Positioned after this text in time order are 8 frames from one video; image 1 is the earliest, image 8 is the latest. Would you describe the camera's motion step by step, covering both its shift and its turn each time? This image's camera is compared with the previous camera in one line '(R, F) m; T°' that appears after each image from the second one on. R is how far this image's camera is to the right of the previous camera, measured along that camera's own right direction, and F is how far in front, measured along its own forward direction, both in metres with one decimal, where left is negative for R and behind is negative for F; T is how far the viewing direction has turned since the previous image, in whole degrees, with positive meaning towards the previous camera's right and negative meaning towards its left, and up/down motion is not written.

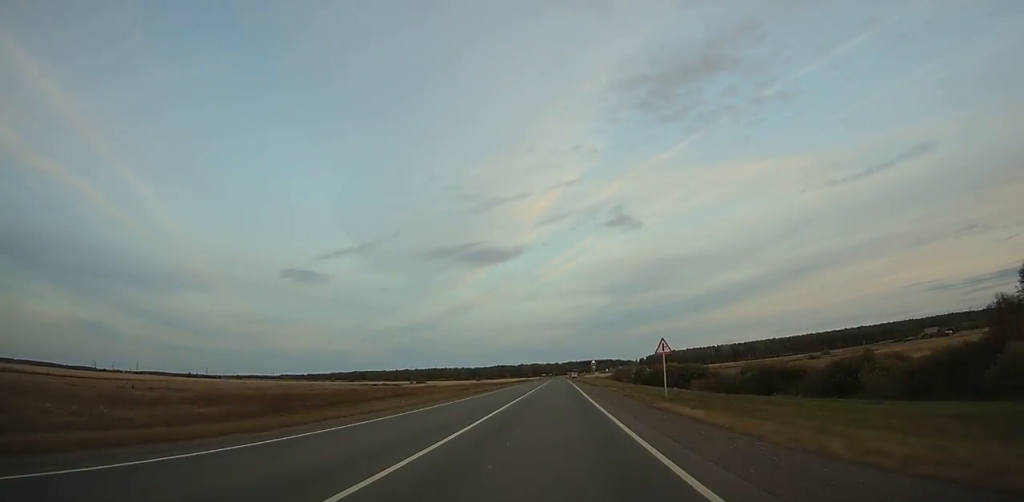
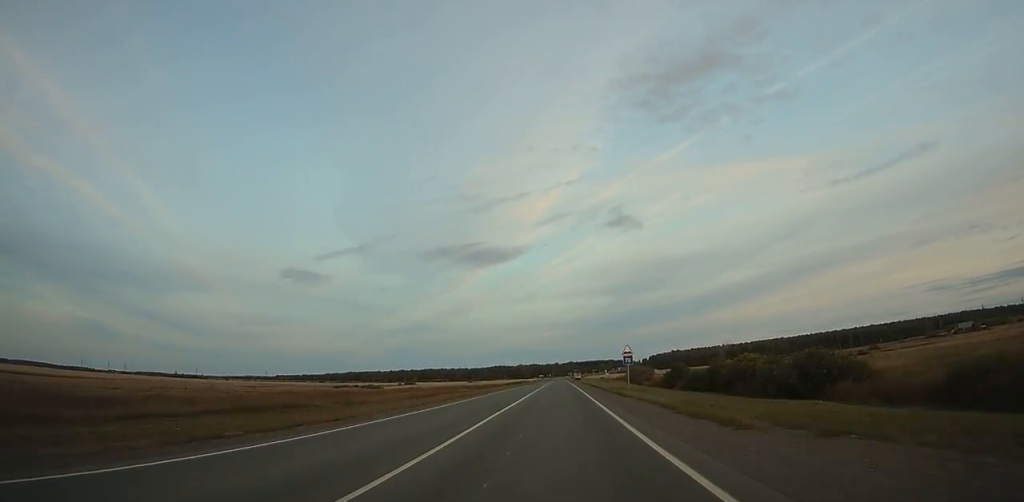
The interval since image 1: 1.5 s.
(0.0, +41.8) m; 0°
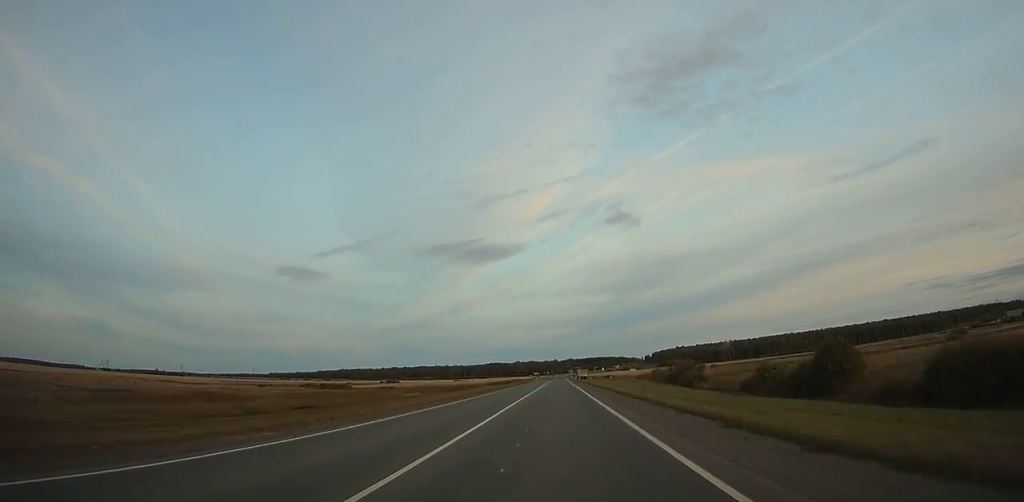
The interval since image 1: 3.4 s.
(0.0, +53.4) m; 0°
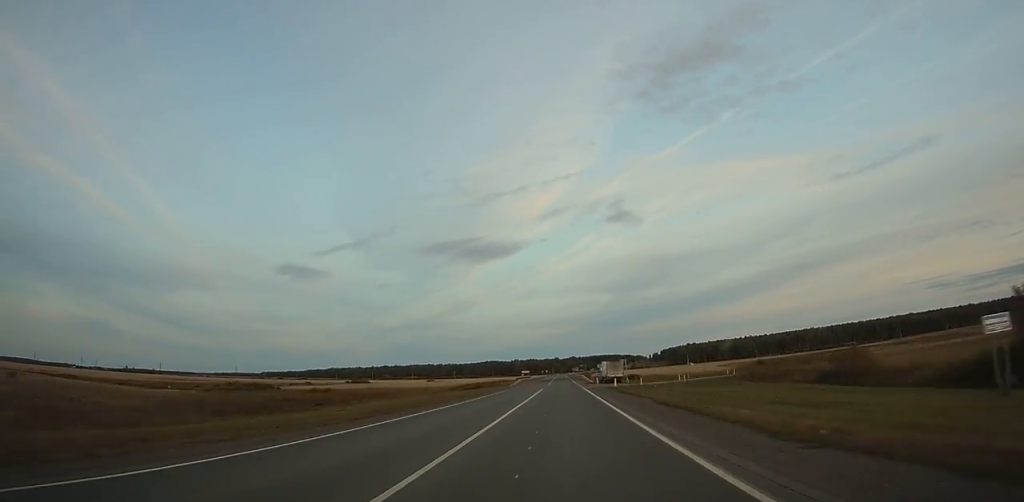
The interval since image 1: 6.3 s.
(-0.2, +81.5) m; 0°
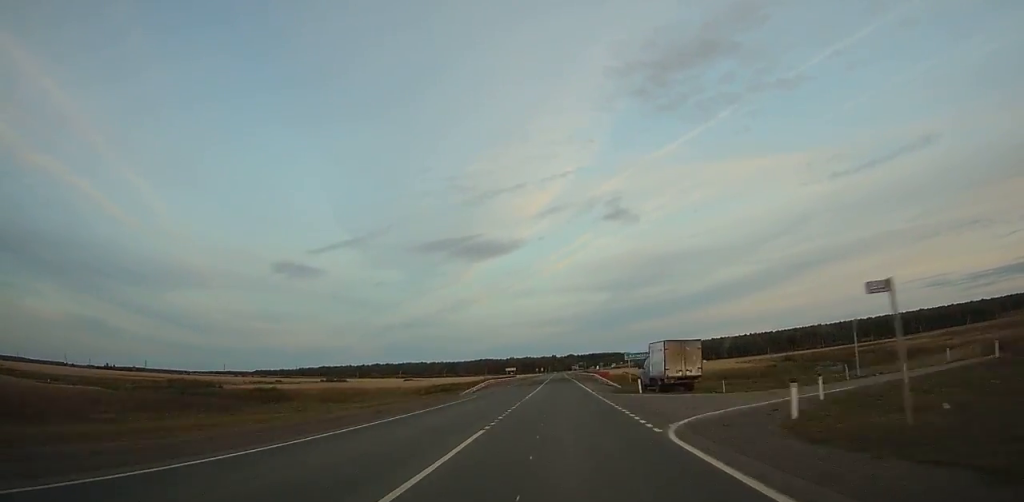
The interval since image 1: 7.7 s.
(0.0, +39.3) m; 0°
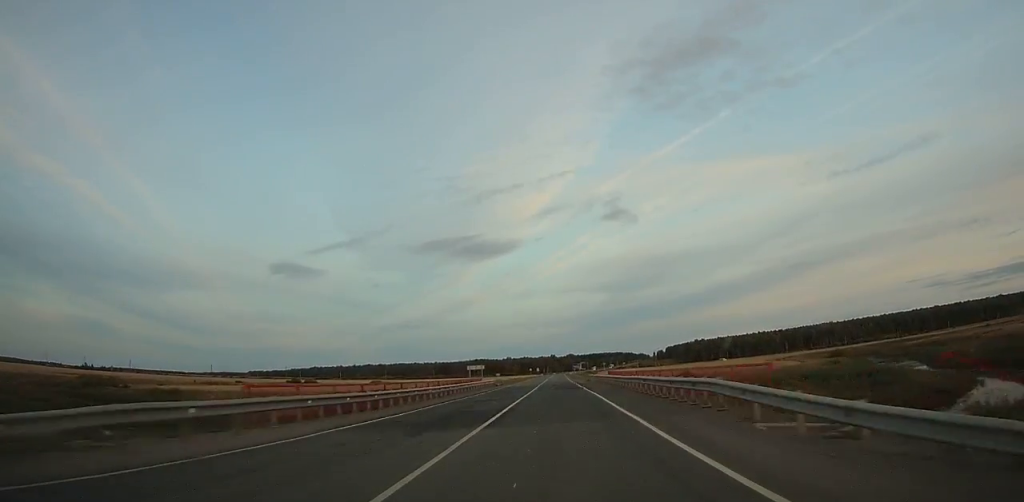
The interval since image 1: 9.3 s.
(0.0, +44.7) m; 0°
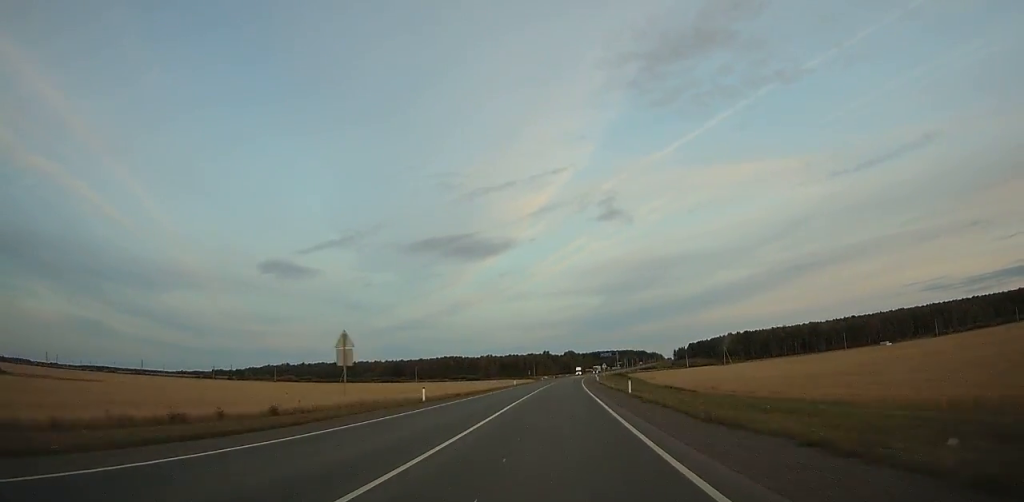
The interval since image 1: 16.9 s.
(+0.8, +209.9) m; +1°
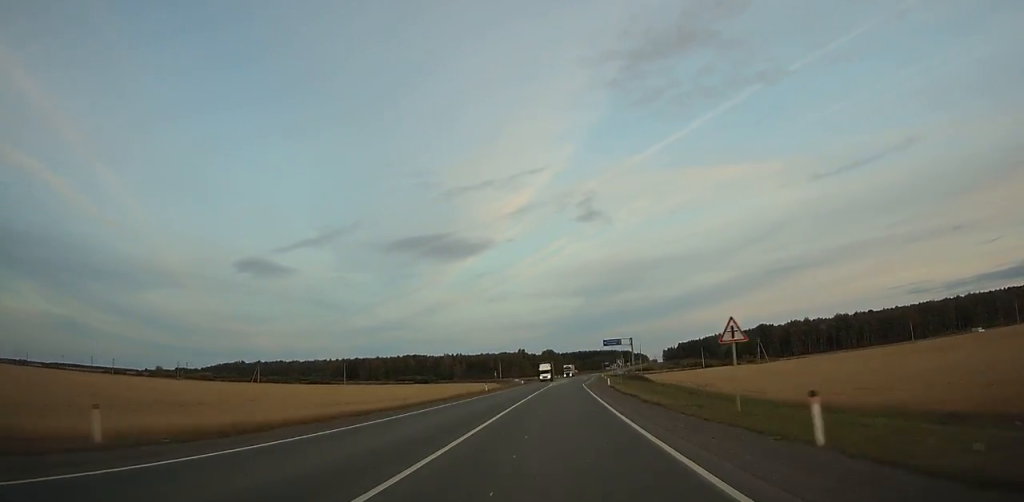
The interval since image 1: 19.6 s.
(+0.2, +74.1) m; +1°
